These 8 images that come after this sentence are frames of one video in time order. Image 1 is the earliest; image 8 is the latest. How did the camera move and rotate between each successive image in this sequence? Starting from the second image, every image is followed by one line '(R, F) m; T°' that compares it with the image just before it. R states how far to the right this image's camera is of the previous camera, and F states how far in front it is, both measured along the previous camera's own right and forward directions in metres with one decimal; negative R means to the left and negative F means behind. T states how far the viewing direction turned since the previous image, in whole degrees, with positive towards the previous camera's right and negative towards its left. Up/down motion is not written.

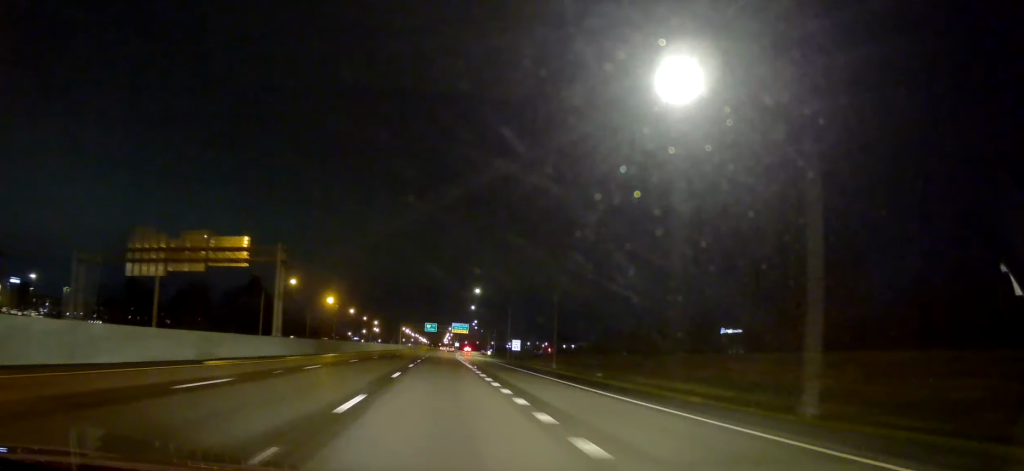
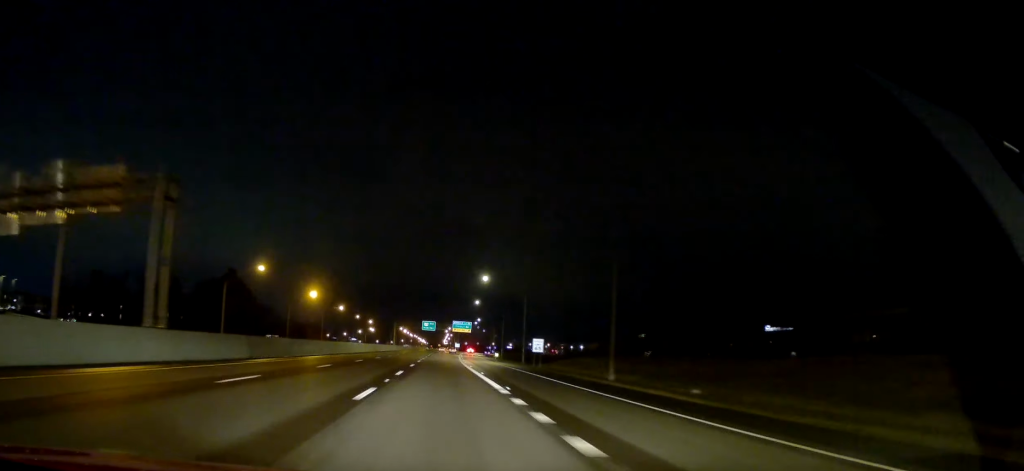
(-0.4, +21.5) m; 0°
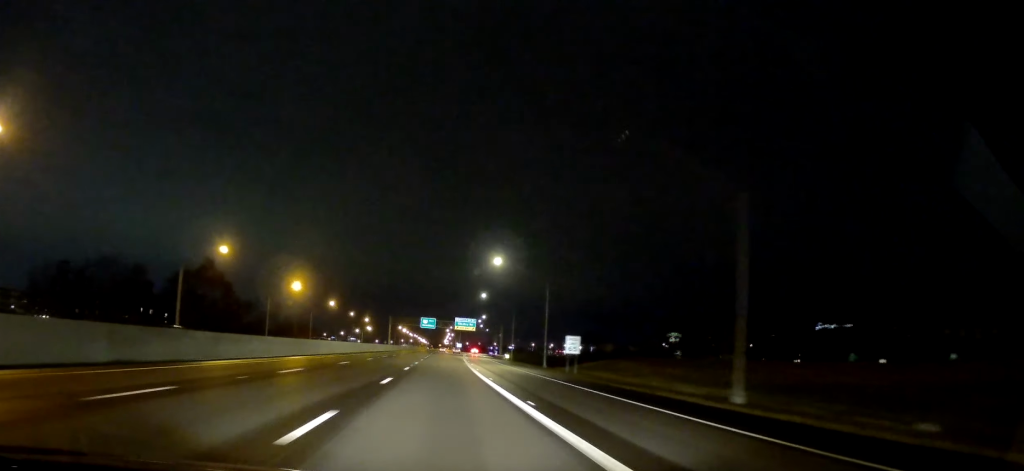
(-0.4, +18.5) m; 0°
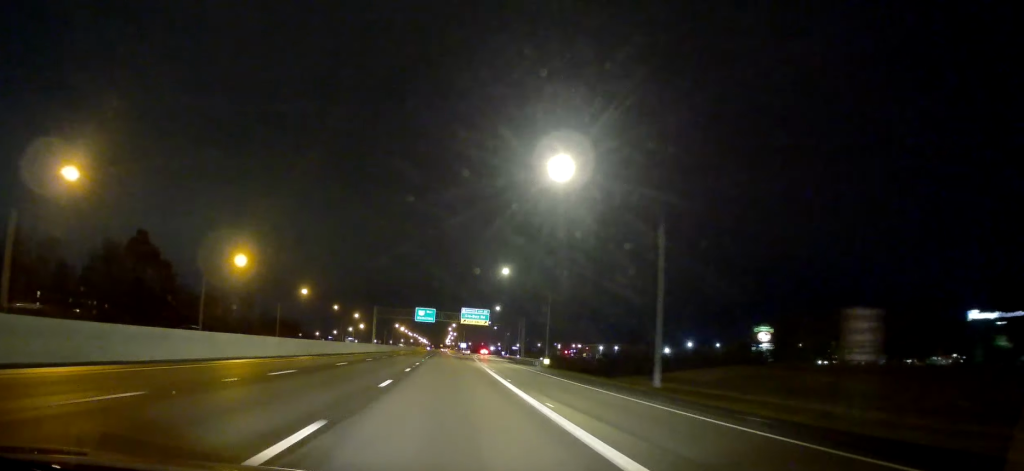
(+0.9, +38.1) m; 0°
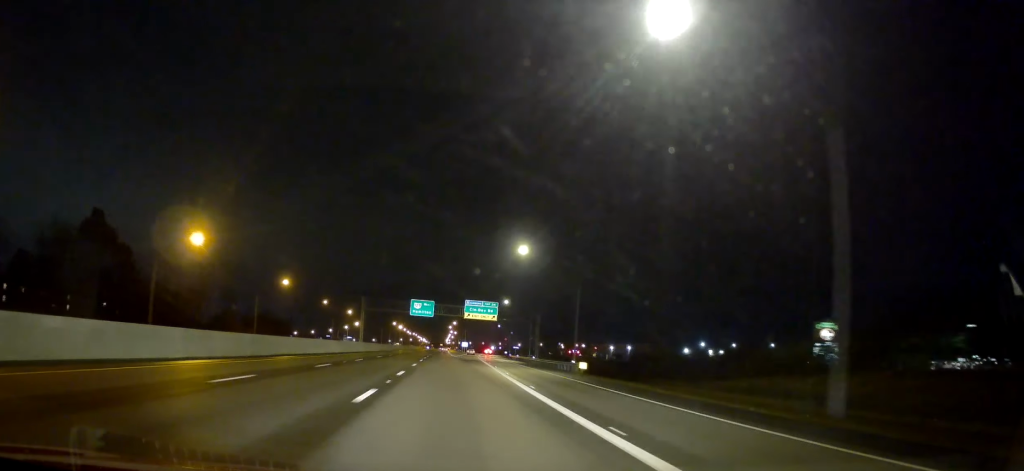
(-0.2, +17.6) m; -1°
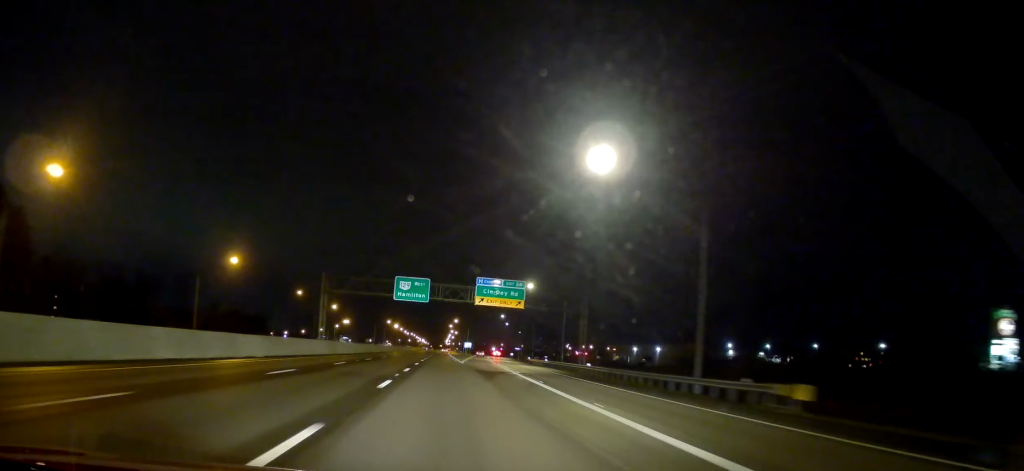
(0.0, +32.0) m; 0°
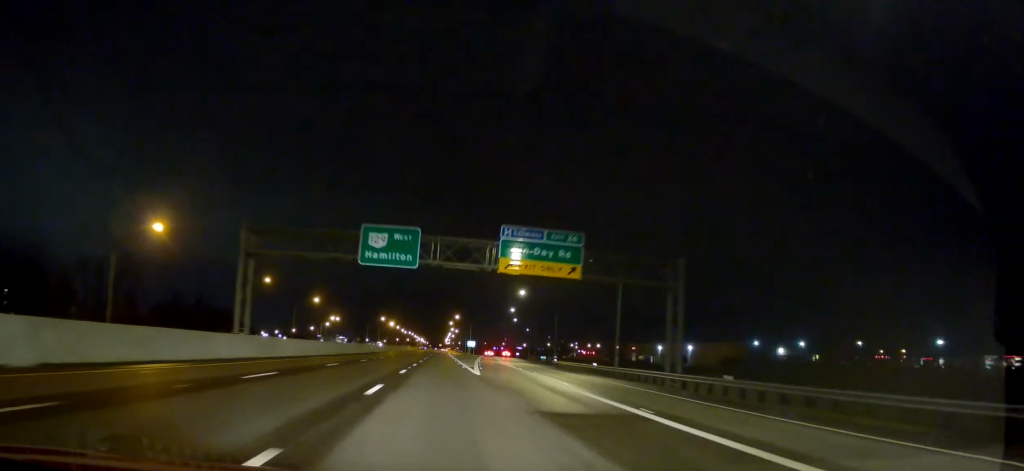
(0.0, +26.8) m; 0°
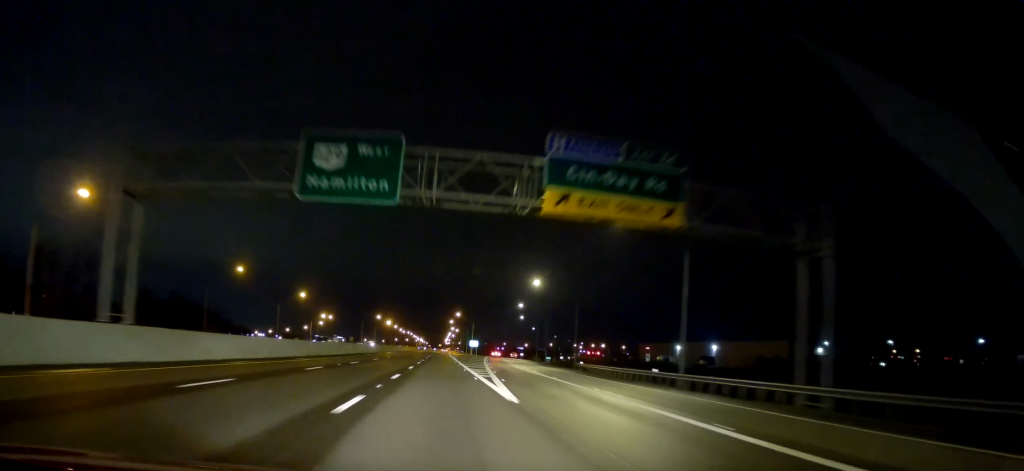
(0.0, +17.5) m; 0°
